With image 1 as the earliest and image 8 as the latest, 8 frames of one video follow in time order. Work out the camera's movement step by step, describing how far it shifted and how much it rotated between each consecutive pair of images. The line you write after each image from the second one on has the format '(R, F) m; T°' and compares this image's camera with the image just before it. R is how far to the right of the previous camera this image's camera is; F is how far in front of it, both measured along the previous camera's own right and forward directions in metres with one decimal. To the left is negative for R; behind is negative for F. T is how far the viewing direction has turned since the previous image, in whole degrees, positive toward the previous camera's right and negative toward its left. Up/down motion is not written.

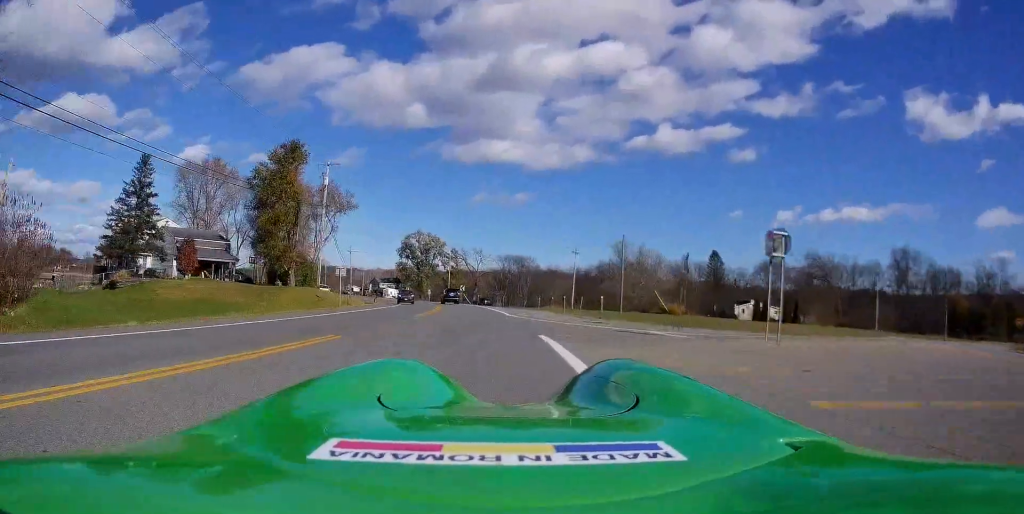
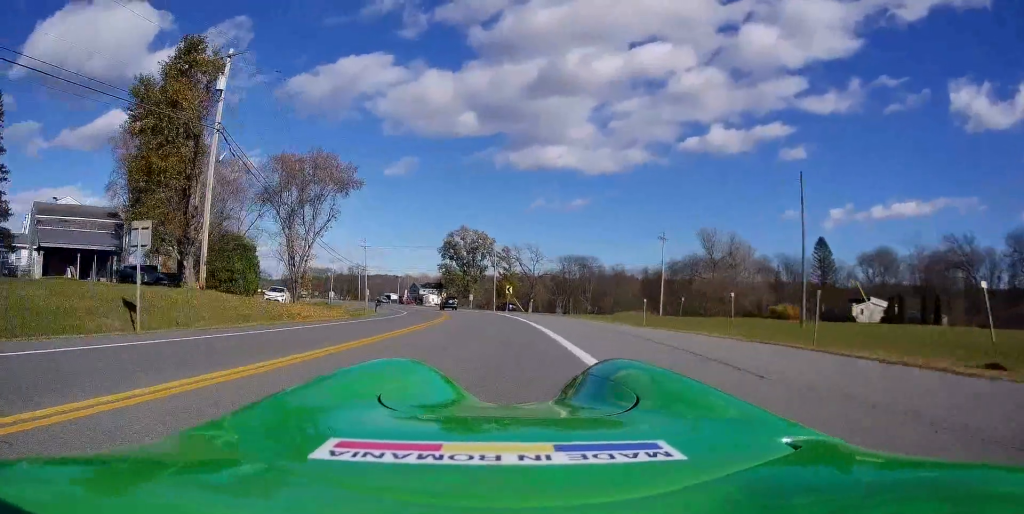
(-0.3, +28.8) m; -2°
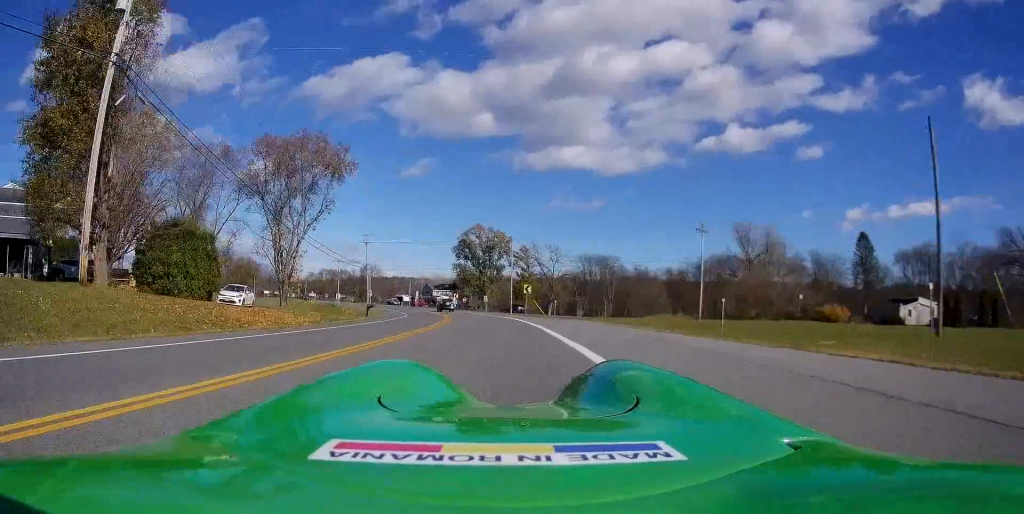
(-0.4, +9.4) m; -3°
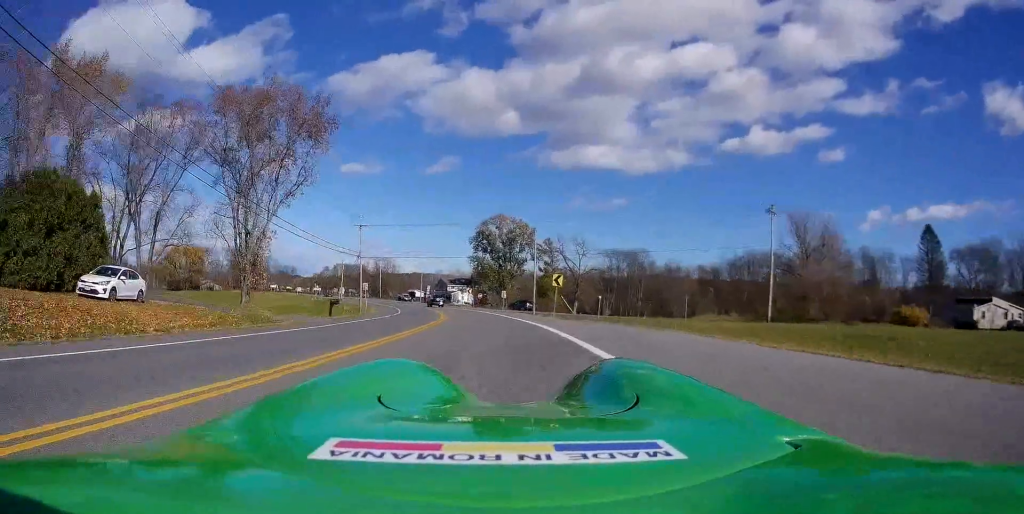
(-0.7, +14.4) m; -4°
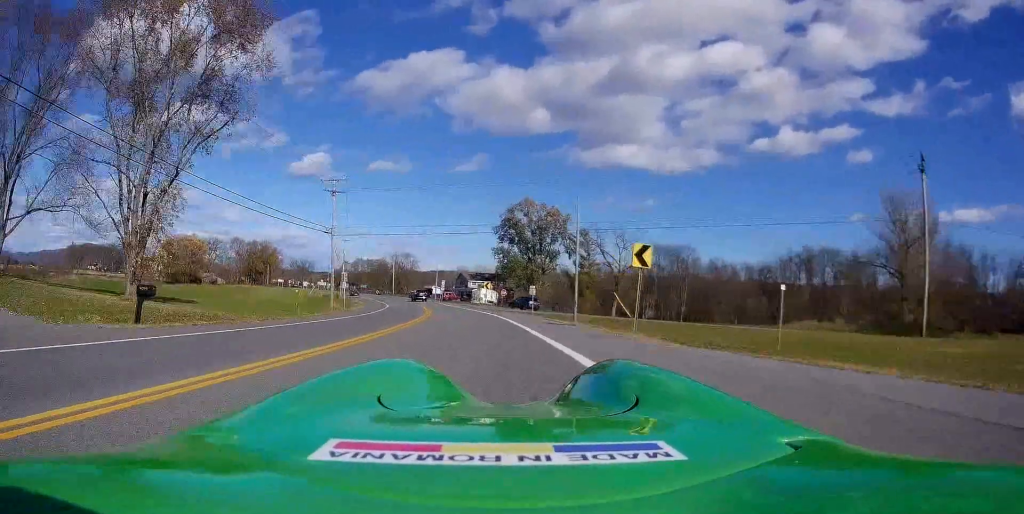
(-0.7, +20.4) m; -4°
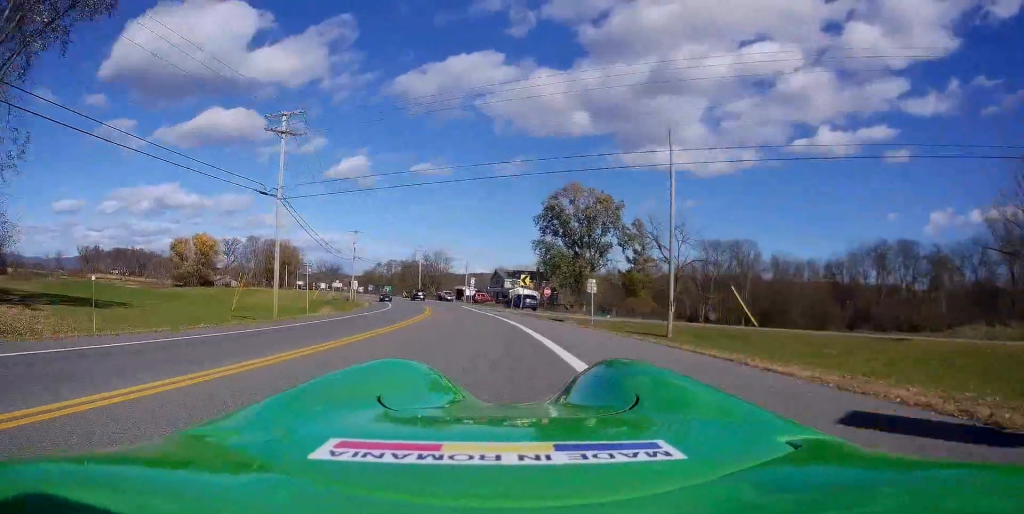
(-0.8, +19.8) m; -4°
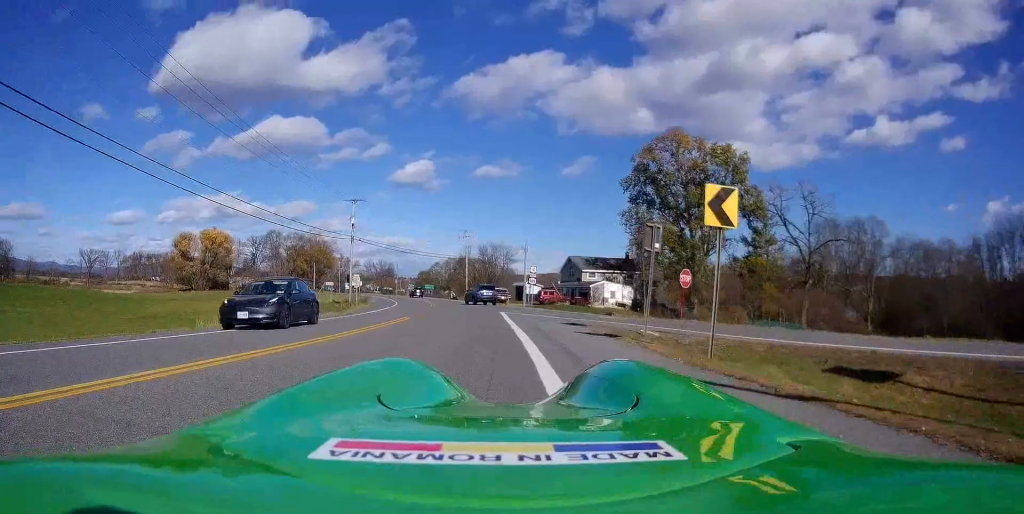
(-1.4, +33.8) m; -6°
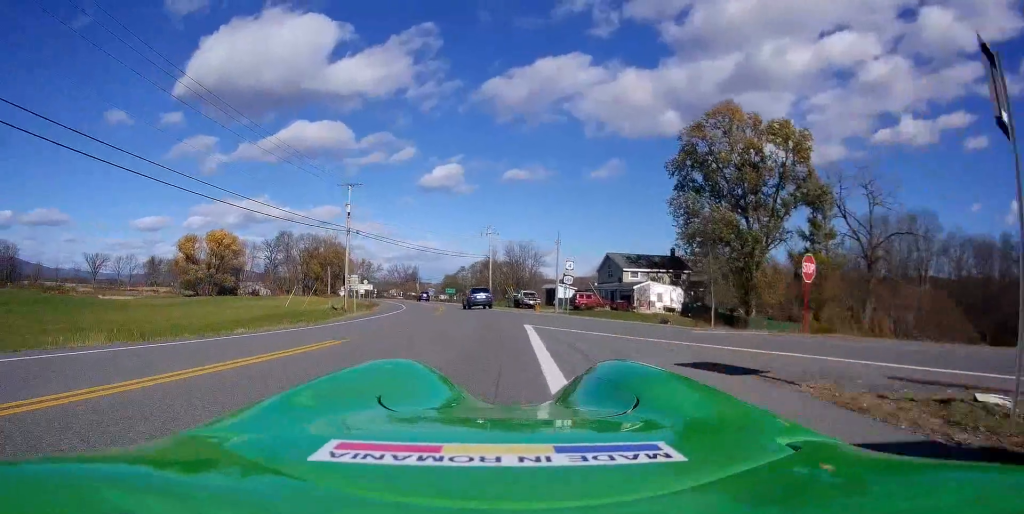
(-0.3, +11.1) m; -2°
